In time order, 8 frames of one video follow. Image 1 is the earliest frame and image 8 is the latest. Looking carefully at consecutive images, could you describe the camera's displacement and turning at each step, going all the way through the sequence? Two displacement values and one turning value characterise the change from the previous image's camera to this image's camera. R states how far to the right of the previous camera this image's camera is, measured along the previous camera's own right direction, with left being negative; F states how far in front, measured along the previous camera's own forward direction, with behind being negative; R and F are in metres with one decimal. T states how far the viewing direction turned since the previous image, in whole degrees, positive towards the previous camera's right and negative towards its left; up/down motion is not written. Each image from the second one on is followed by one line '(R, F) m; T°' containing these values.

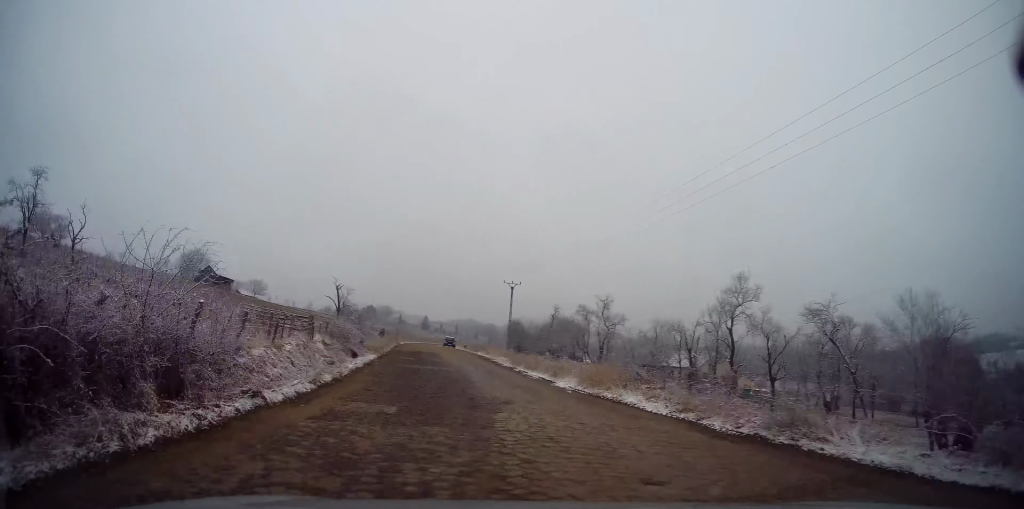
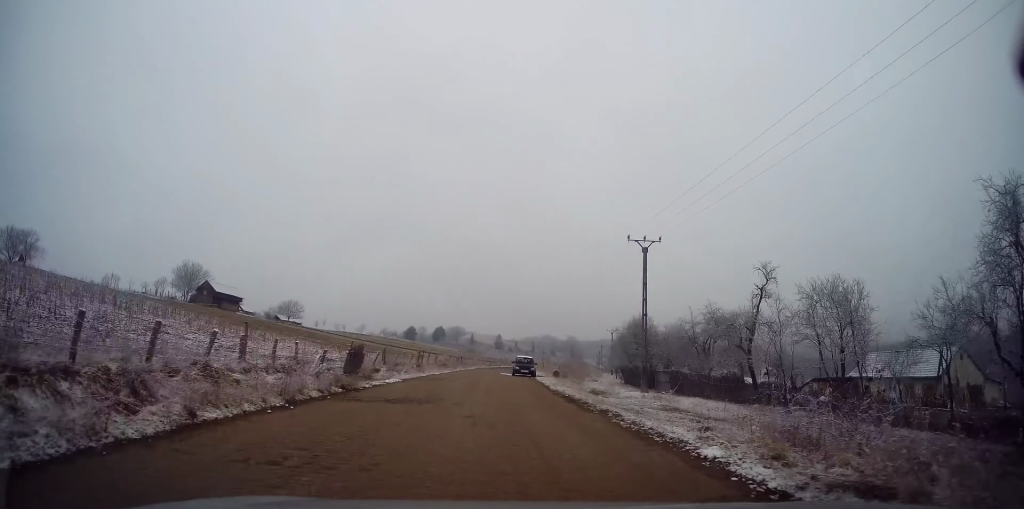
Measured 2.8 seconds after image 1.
(-2.7, +35.4) m; -8°
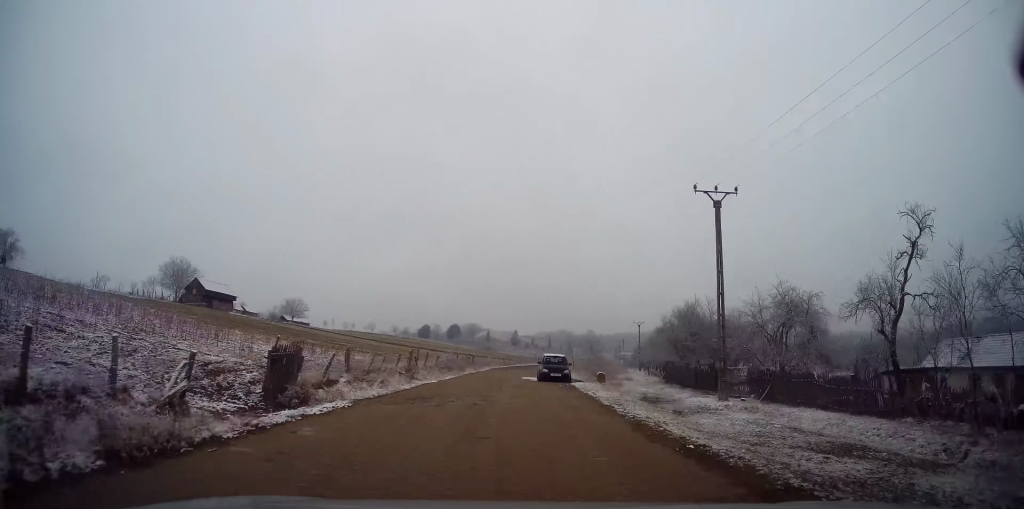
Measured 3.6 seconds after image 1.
(-0.2, +9.8) m; -2°
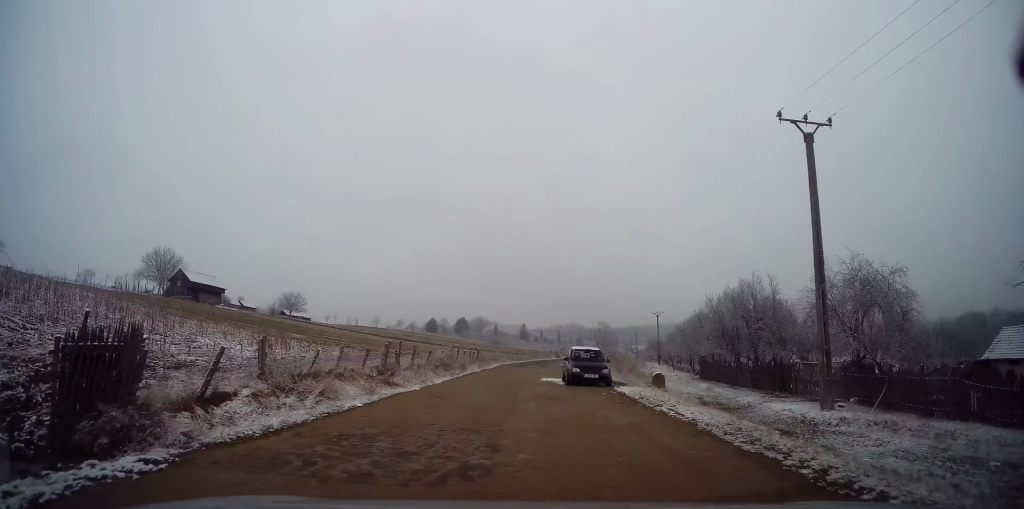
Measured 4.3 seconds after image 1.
(-0.1, +7.8) m; -1°
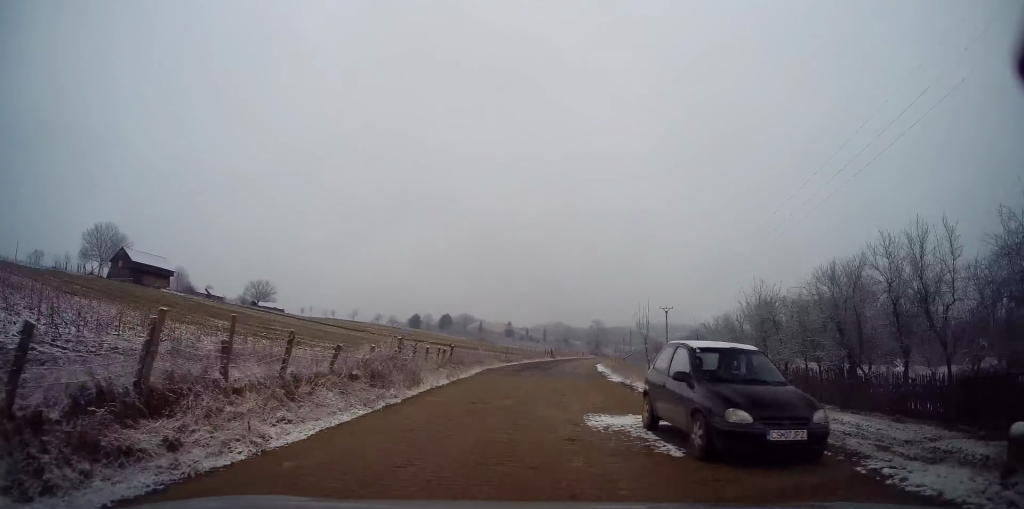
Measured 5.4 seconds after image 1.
(-0.1, +13.5) m; +2°
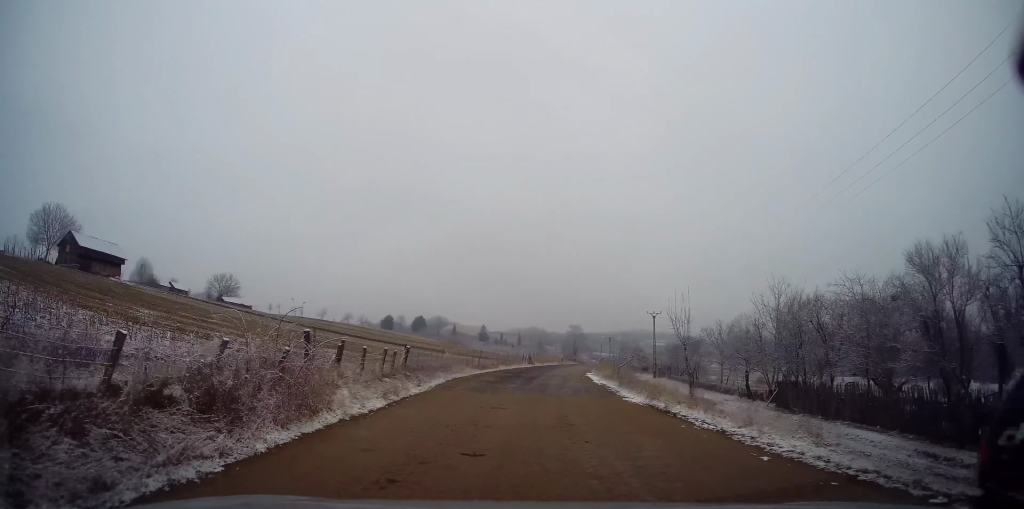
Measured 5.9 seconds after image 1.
(0.0, +7.0) m; +2°
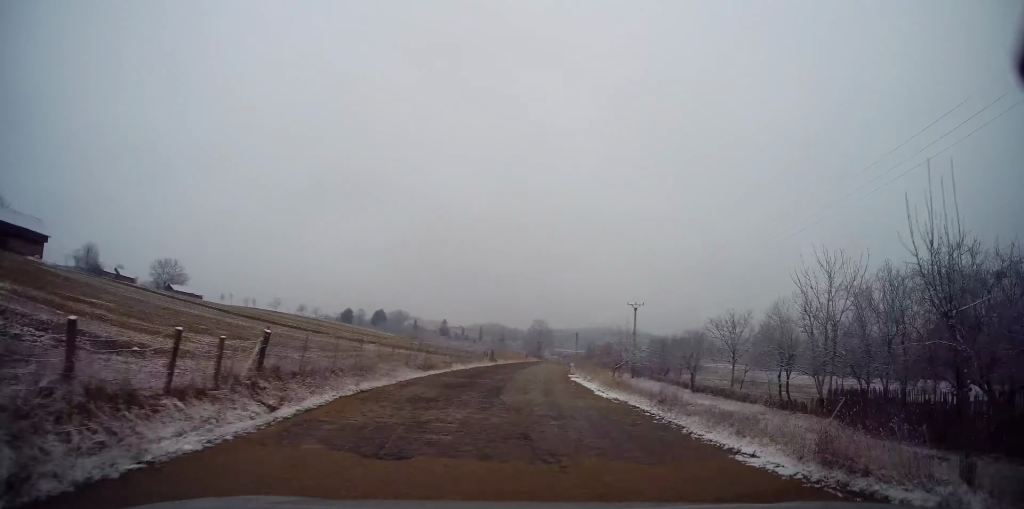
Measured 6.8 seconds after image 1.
(+0.5, +10.3) m; +5°
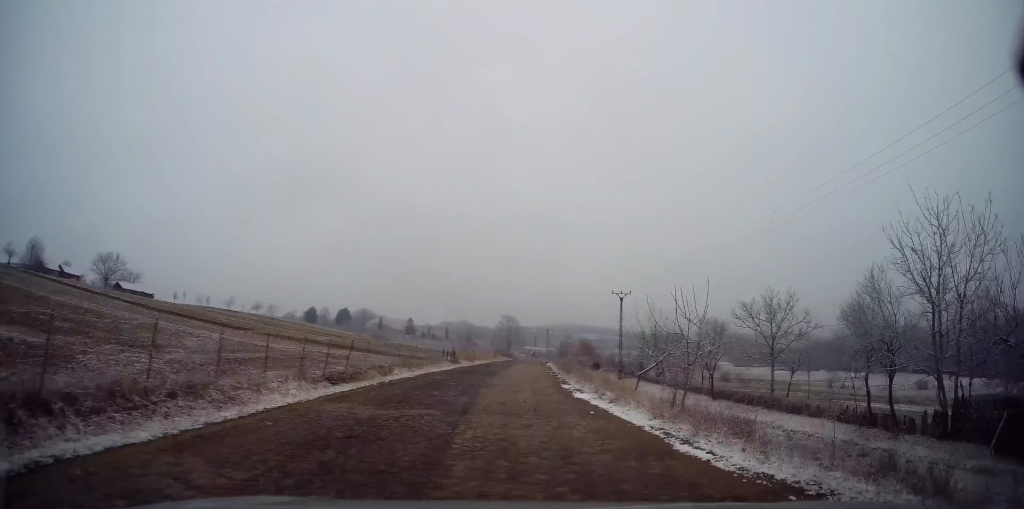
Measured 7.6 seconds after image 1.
(+0.5, +10.3) m; +3°
